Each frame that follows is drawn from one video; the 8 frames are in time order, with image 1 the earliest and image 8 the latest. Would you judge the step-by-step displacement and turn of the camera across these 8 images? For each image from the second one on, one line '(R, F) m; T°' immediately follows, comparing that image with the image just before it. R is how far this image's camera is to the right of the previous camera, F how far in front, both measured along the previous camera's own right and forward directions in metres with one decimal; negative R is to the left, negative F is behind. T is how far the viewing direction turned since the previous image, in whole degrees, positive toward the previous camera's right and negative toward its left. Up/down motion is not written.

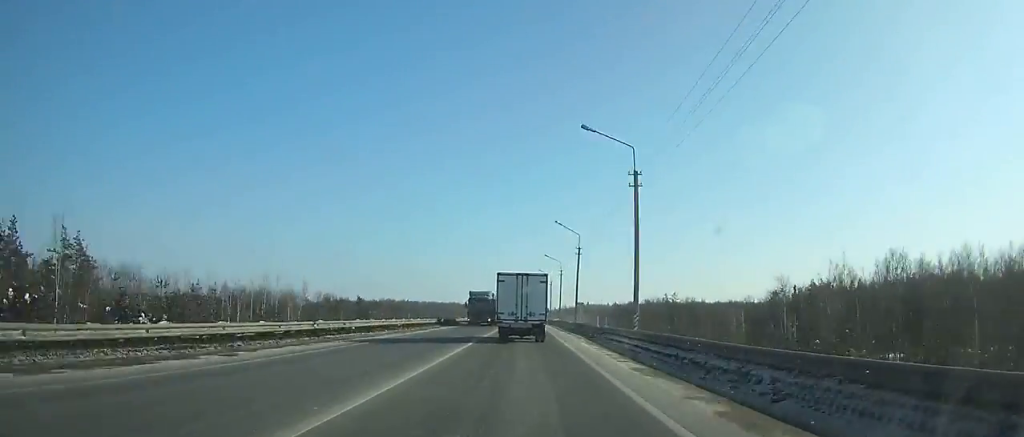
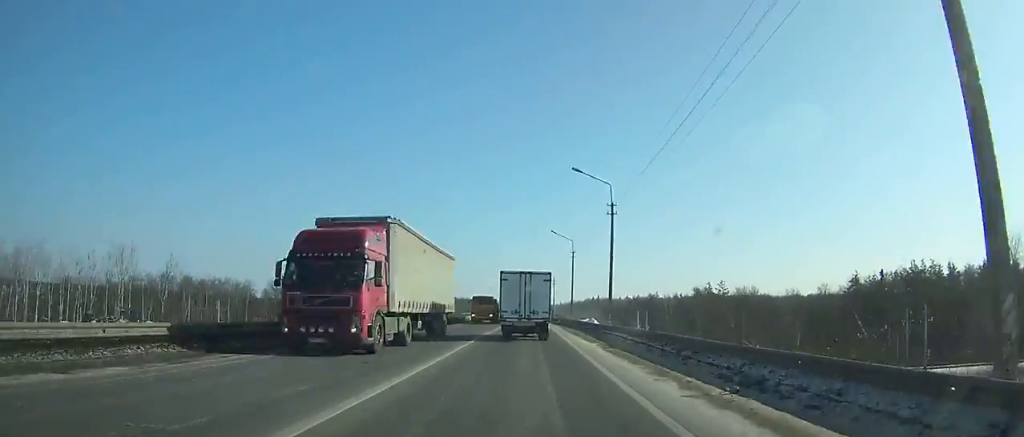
(0.0, +57.2) m; 0°
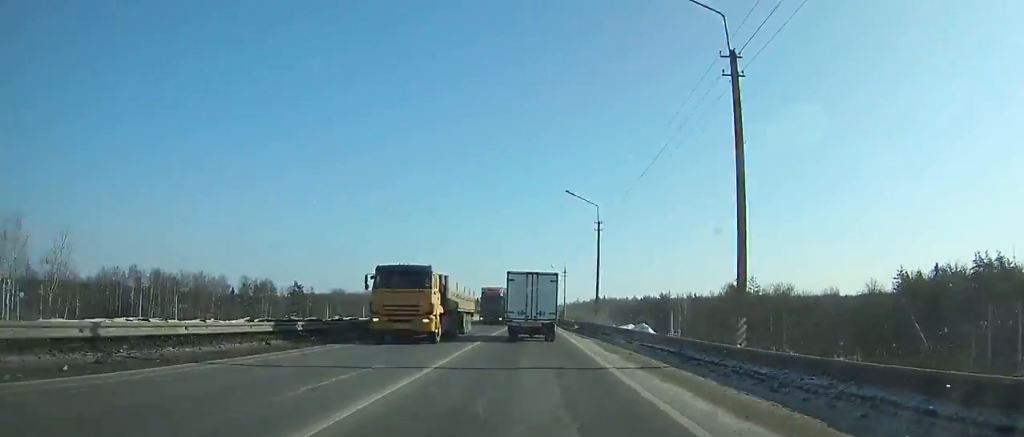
(-0.1, +24.5) m; 0°
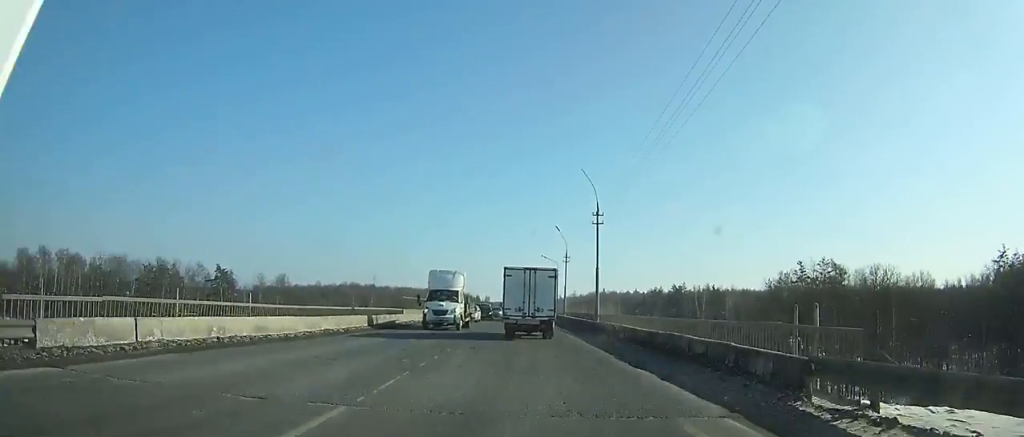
(+0.1, +46.7) m; 0°
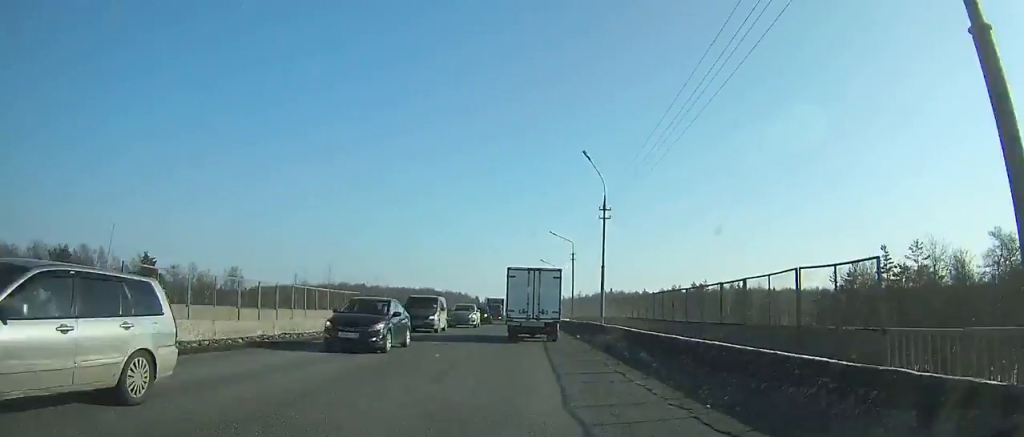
(+0.1, +32.4) m; 0°
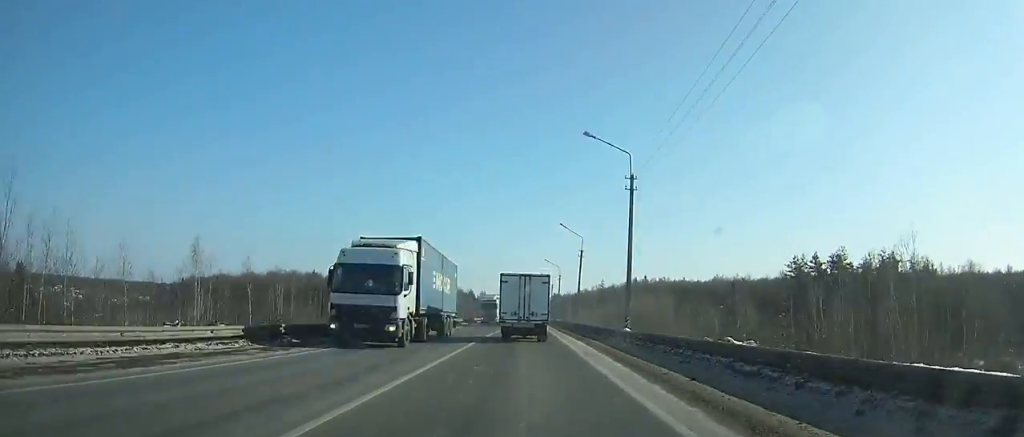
(-0.3, +111.0) m; 0°
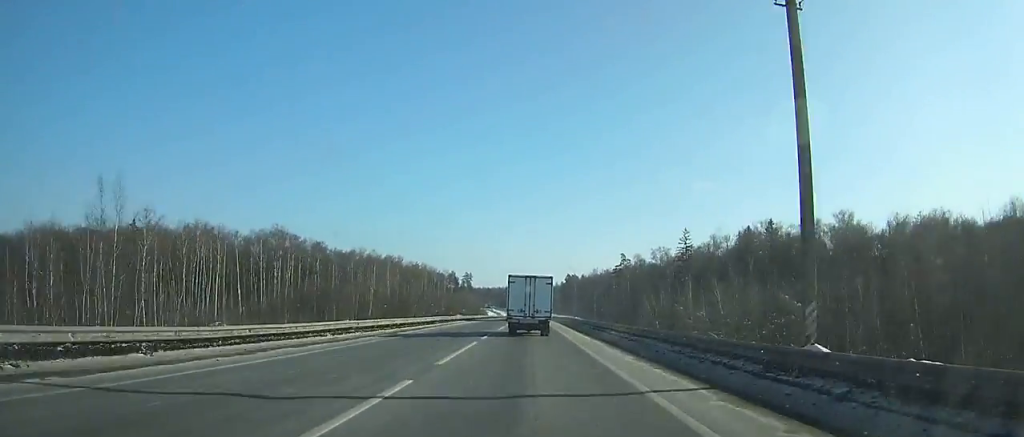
(-0.4, +162.7) m; 0°
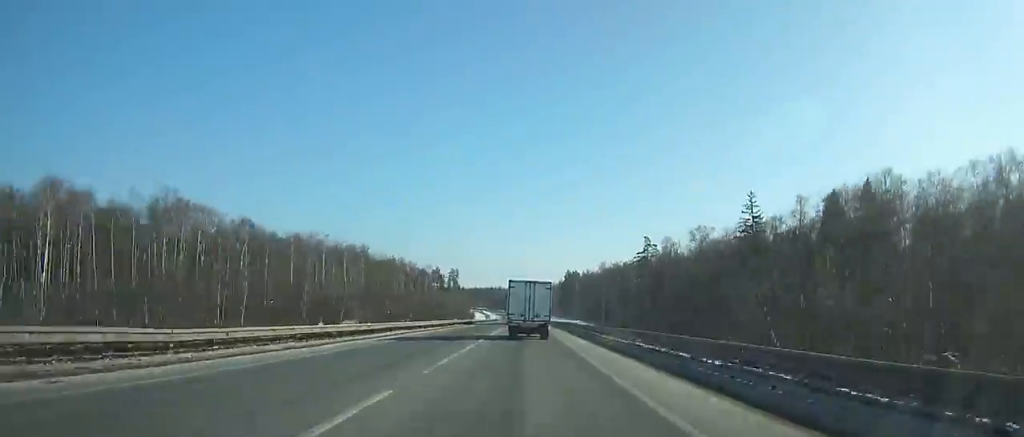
(0.0, +49.7) m; 0°
